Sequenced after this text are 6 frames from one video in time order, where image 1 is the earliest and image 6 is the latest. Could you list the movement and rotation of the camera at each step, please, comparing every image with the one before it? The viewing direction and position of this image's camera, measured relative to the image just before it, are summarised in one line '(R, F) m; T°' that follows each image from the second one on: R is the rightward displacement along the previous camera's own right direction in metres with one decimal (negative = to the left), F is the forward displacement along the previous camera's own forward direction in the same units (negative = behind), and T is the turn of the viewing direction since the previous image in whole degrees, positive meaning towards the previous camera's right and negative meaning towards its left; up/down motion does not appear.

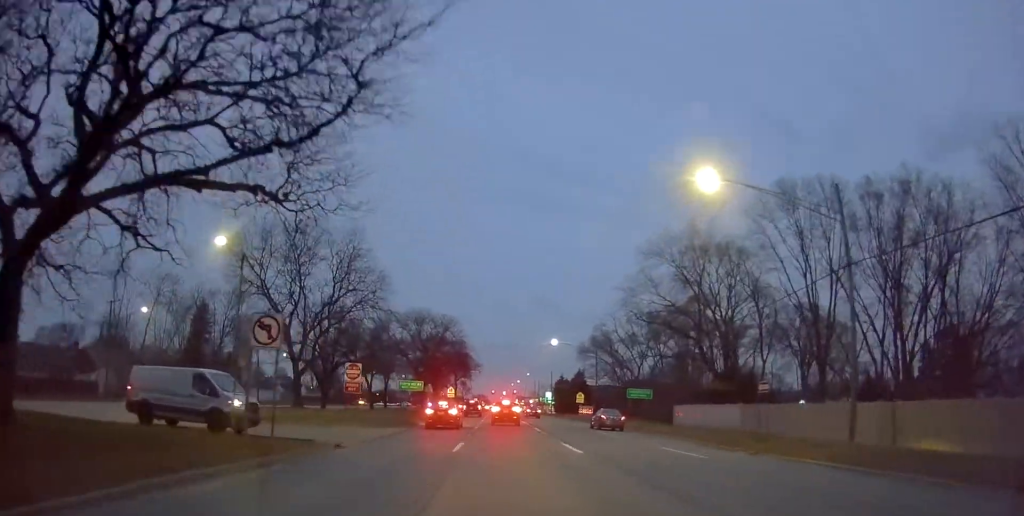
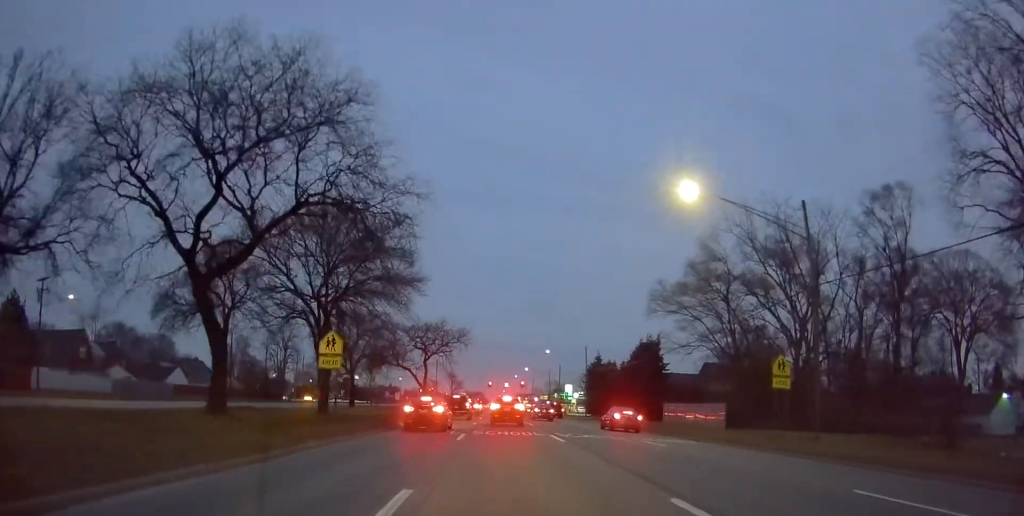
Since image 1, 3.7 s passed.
(-0.5, +58.2) m; +1°
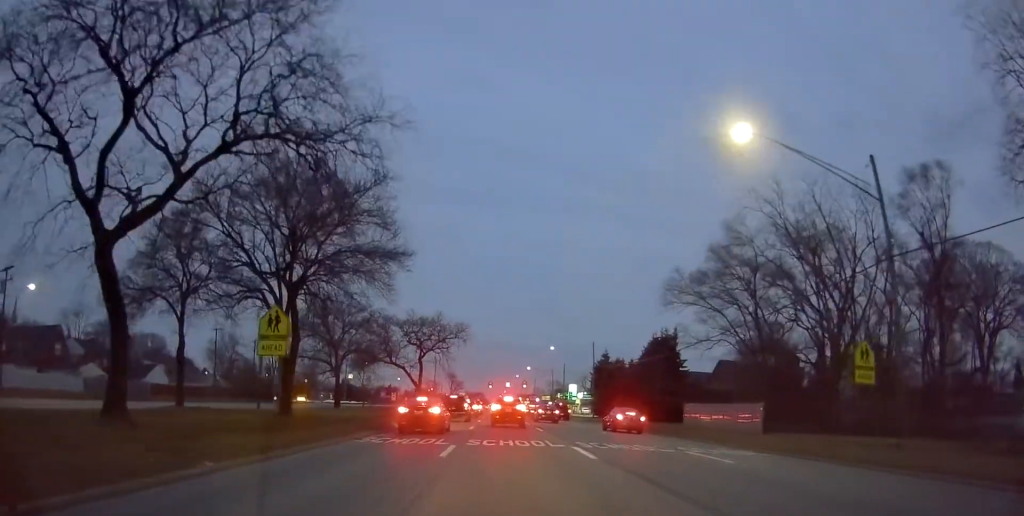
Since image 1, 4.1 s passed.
(0.0, +6.5) m; 0°
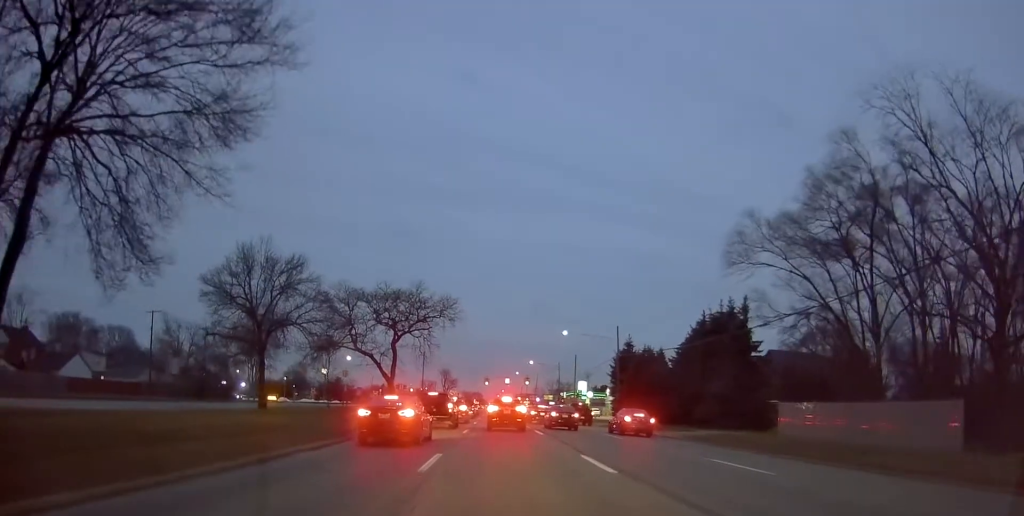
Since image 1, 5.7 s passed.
(0.0, +19.2) m; -1°
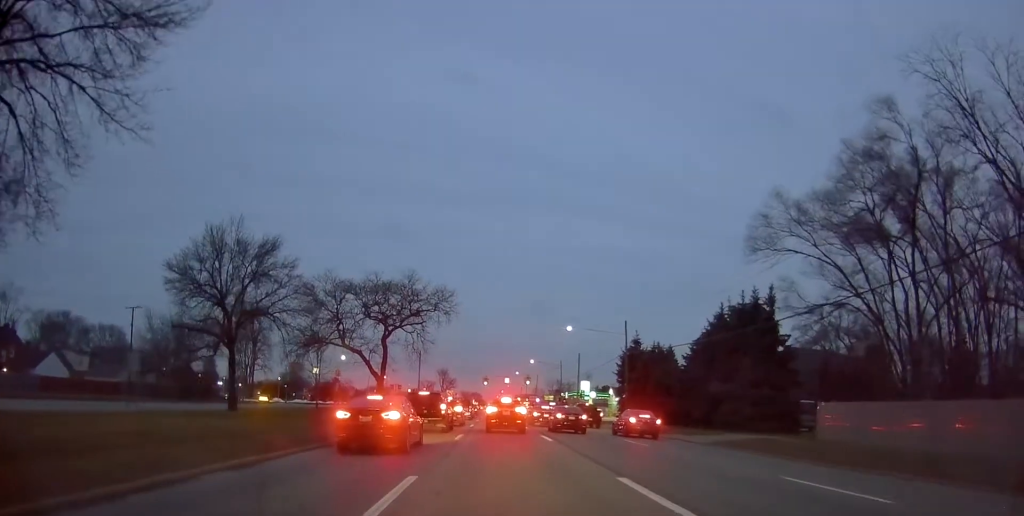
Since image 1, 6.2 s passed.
(+0.1, +5.1) m; -1°
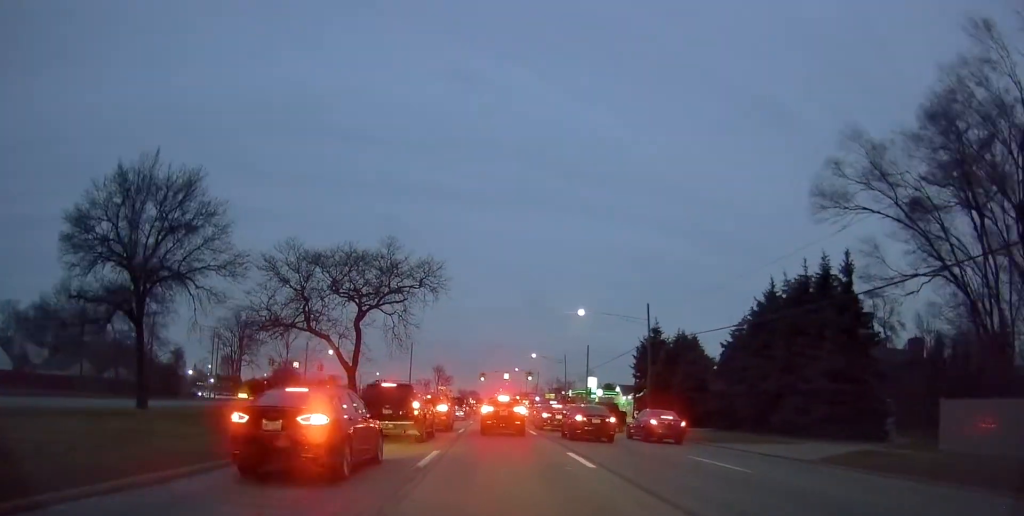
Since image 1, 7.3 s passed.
(-0.2, +10.1) m; -2°
